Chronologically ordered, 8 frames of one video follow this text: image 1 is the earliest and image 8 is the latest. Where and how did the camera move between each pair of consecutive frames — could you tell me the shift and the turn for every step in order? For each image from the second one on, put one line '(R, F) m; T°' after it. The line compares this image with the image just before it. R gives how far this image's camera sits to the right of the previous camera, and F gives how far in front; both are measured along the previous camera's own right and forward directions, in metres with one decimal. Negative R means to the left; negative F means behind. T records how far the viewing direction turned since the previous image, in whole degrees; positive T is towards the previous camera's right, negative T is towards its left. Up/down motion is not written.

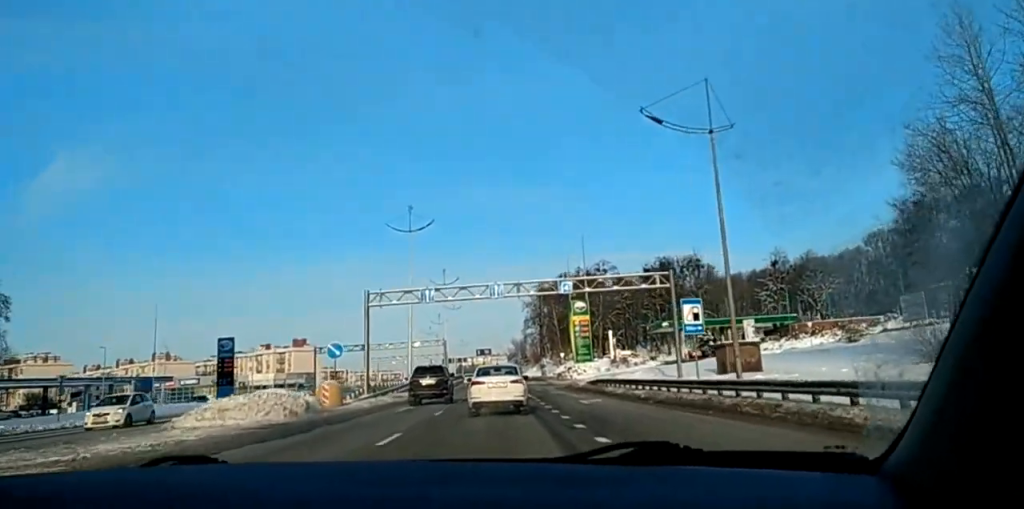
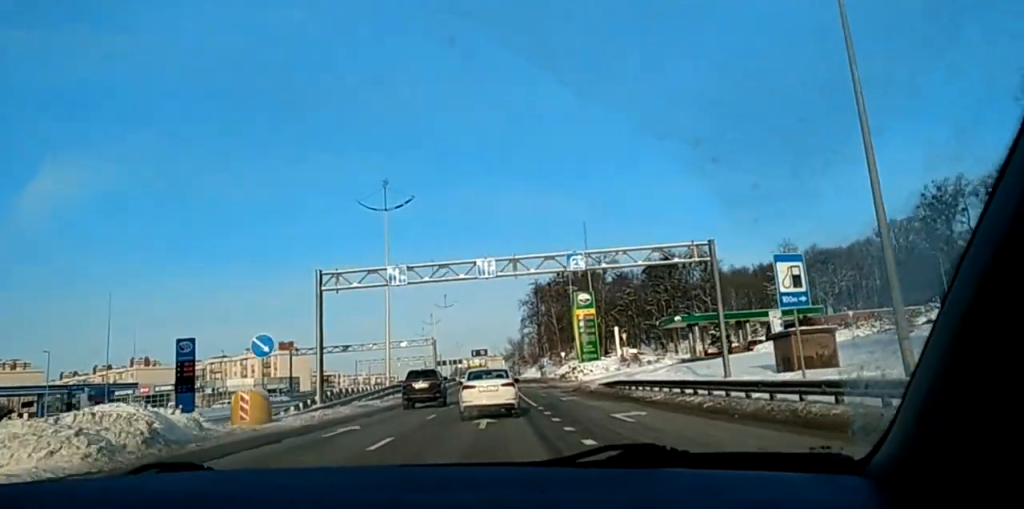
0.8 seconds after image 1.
(-0.2, +12.1) m; +1°
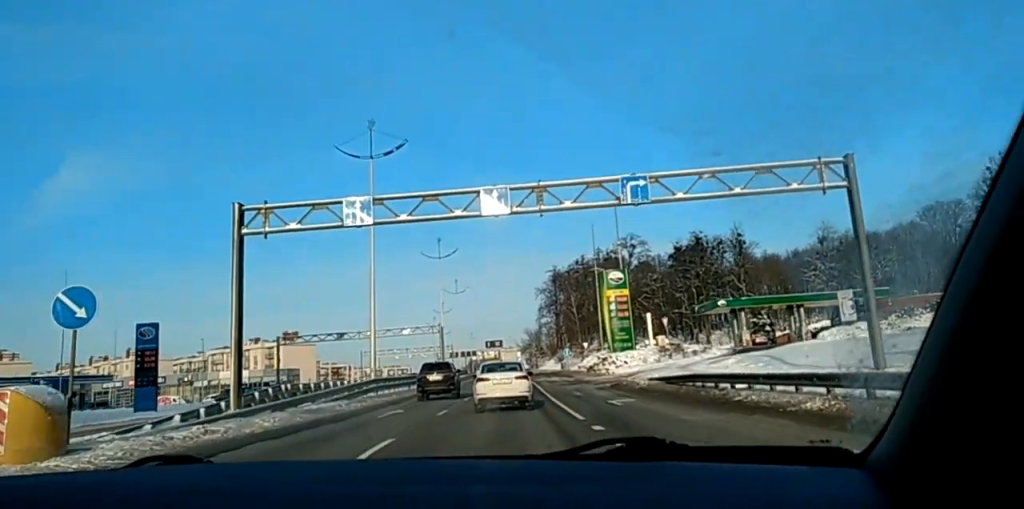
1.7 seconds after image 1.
(+0.2, +14.6) m; 0°
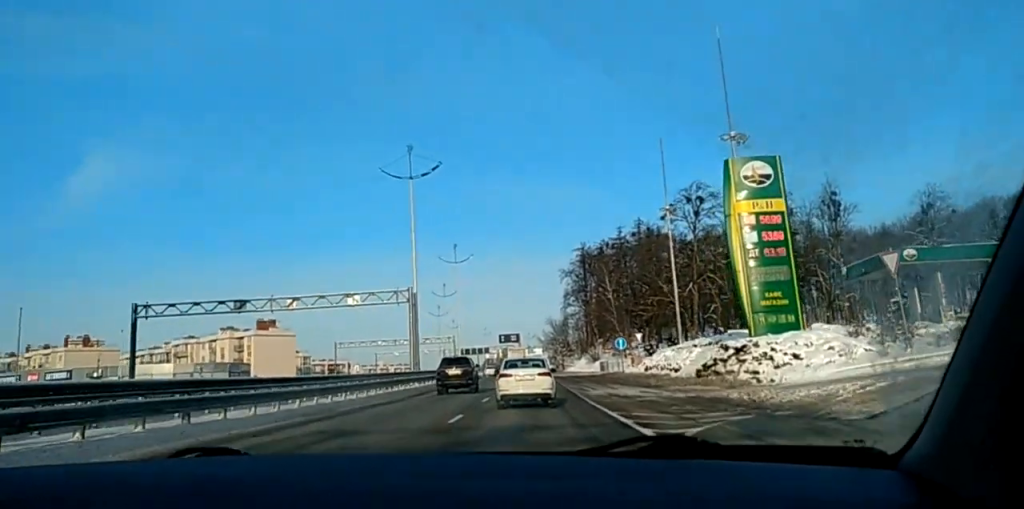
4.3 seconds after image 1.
(-0.6, +42.0) m; -2°
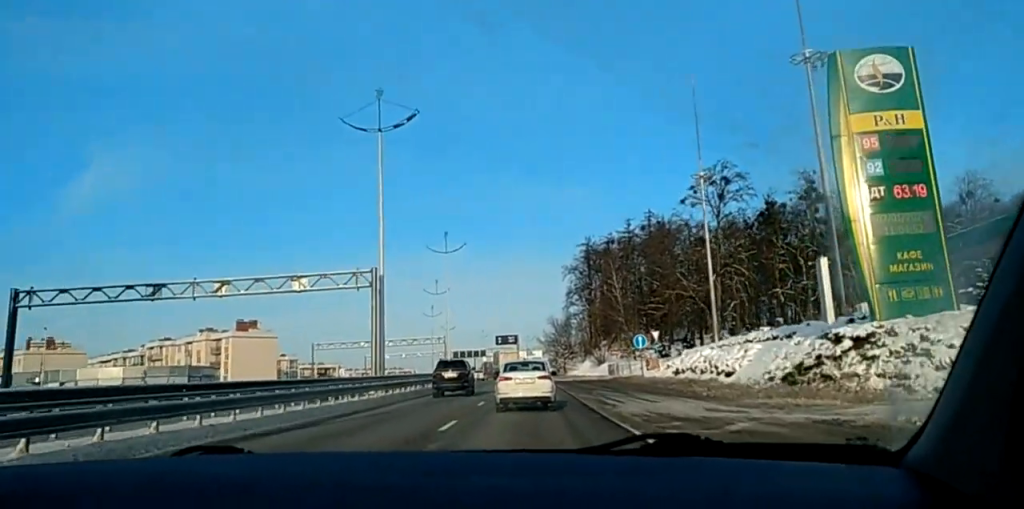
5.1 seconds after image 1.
(-0.4, +12.9) m; -1°
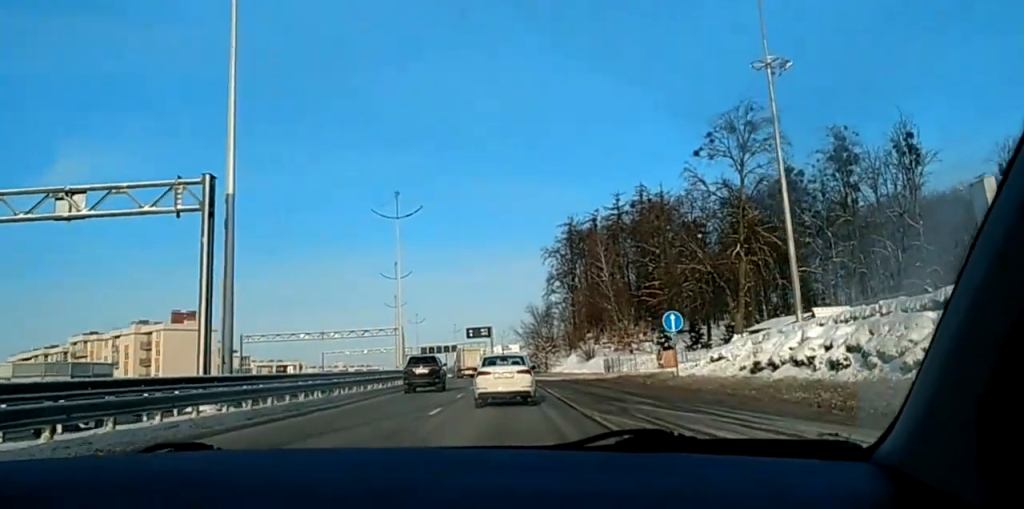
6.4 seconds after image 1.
(+0.5, +20.8) m; +2°
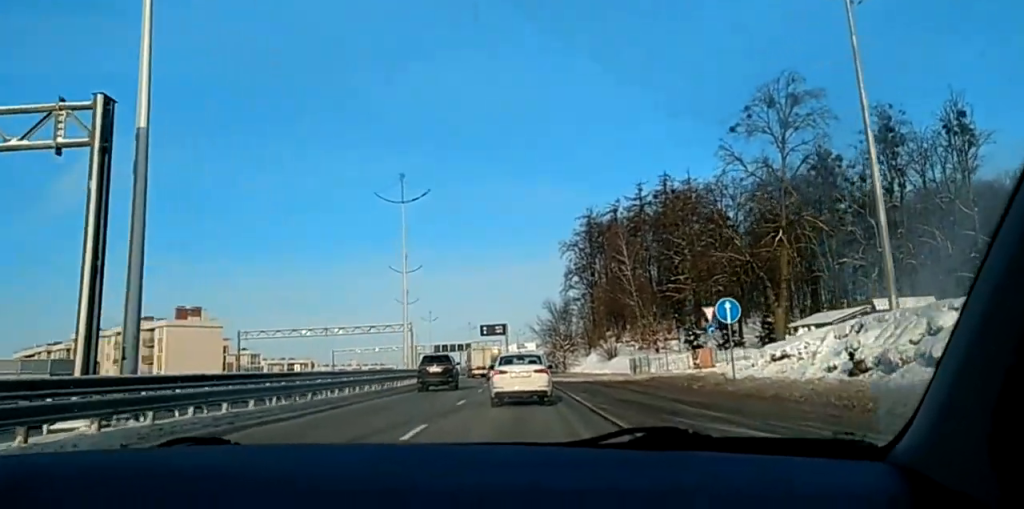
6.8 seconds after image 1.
(+0.2, +7.1) m; 0°
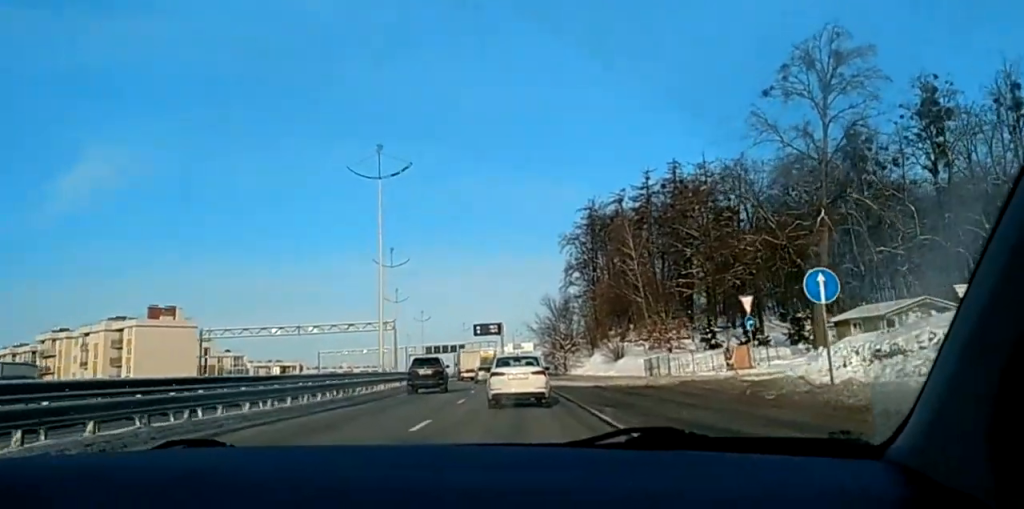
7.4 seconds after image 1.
(-0.1, +9.7) m; 0°
